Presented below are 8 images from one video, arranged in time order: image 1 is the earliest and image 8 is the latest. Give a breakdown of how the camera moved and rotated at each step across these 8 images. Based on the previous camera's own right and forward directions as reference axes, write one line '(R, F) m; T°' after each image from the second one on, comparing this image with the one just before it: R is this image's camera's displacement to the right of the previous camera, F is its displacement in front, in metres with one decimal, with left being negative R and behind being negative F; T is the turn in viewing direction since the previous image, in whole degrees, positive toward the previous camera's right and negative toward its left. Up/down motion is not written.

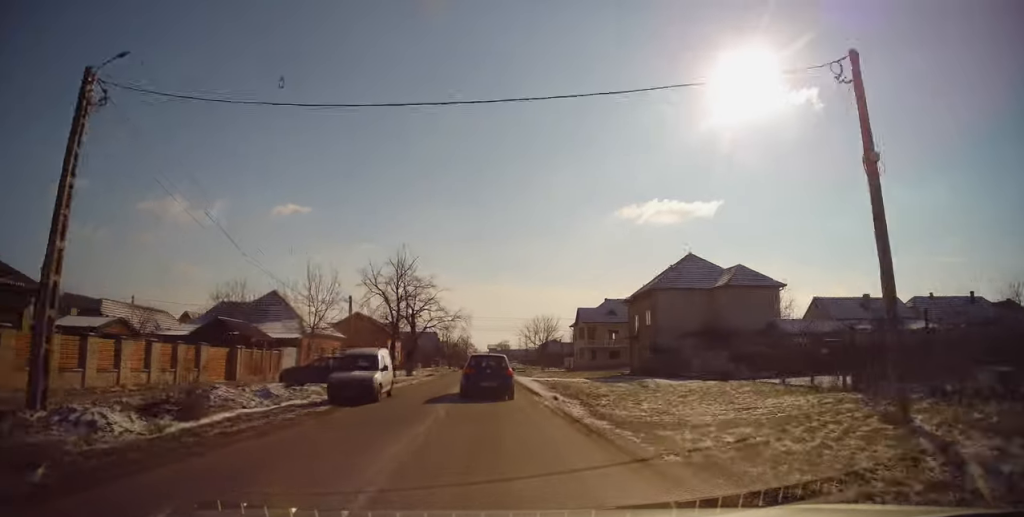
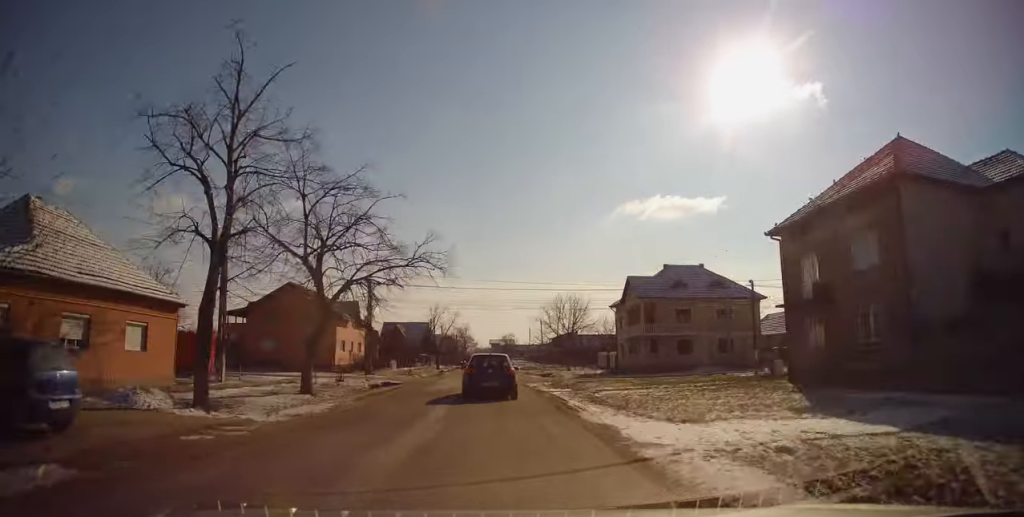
(0.0, +29.4) m; 0°
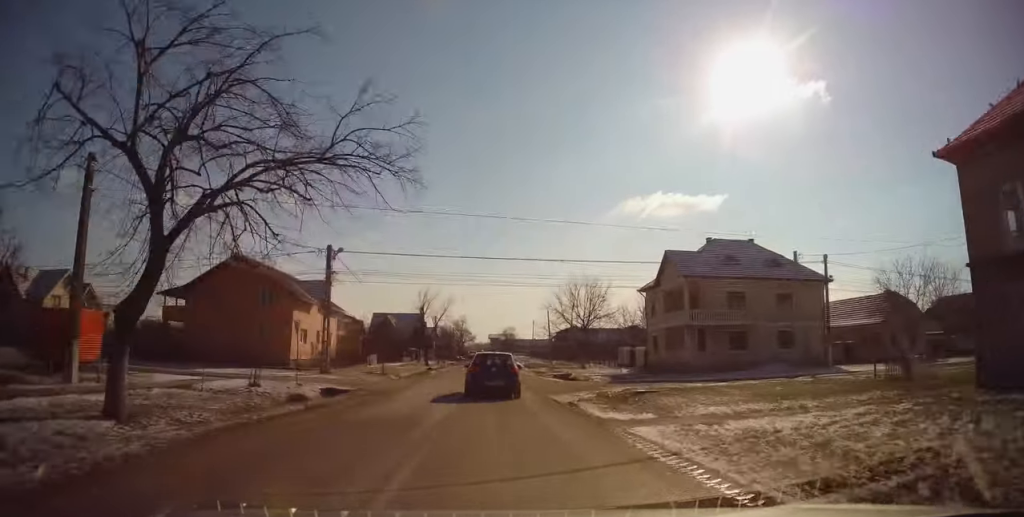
(0.0, +11.9) m; +1°
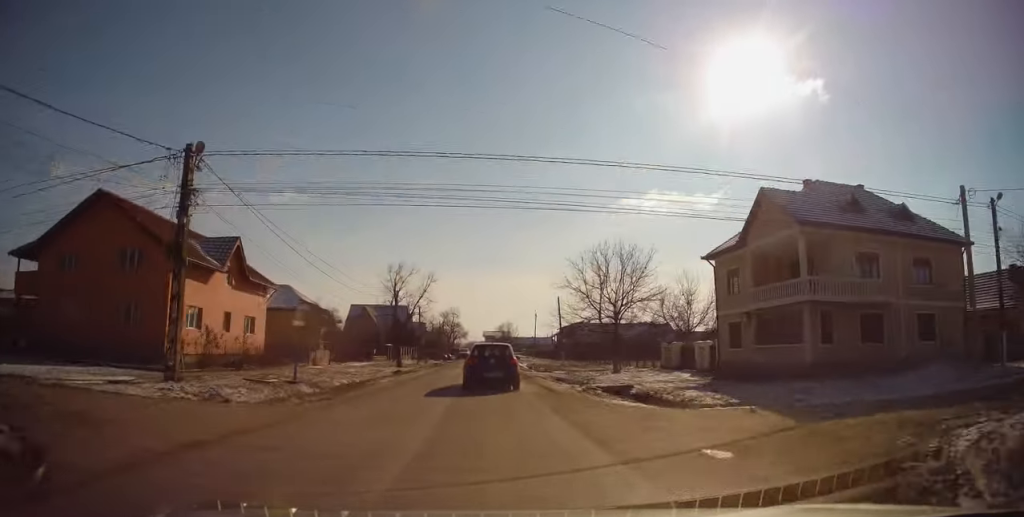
(+0.2, +16.7) m; 0°
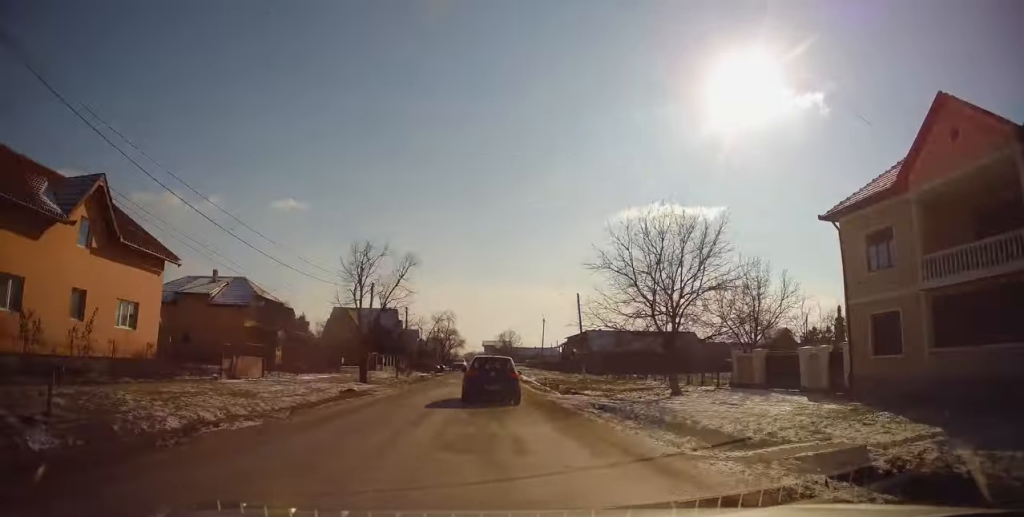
(+0.1, +13.1) m; 0°
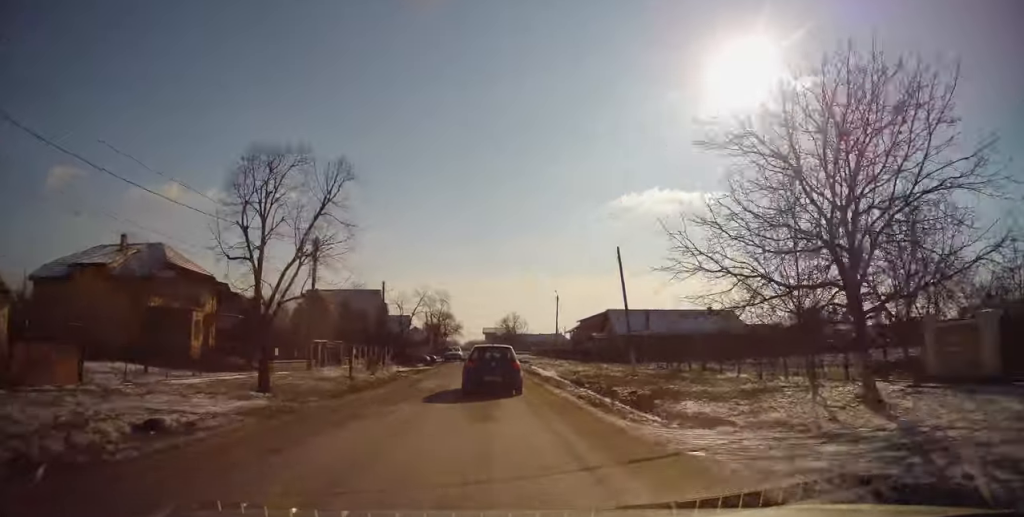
(-0.2, +15.5) m; -1°
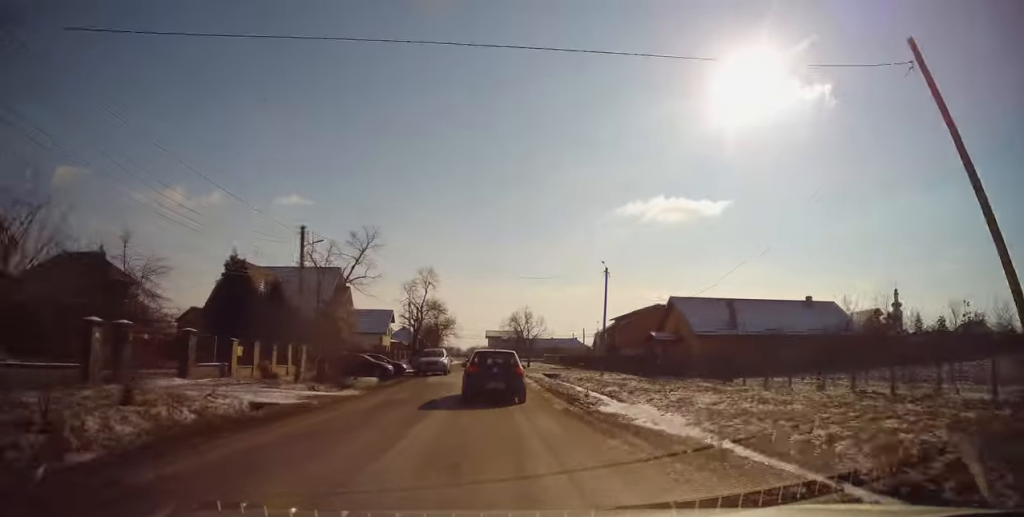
(0.0, +25.3) m; 0°
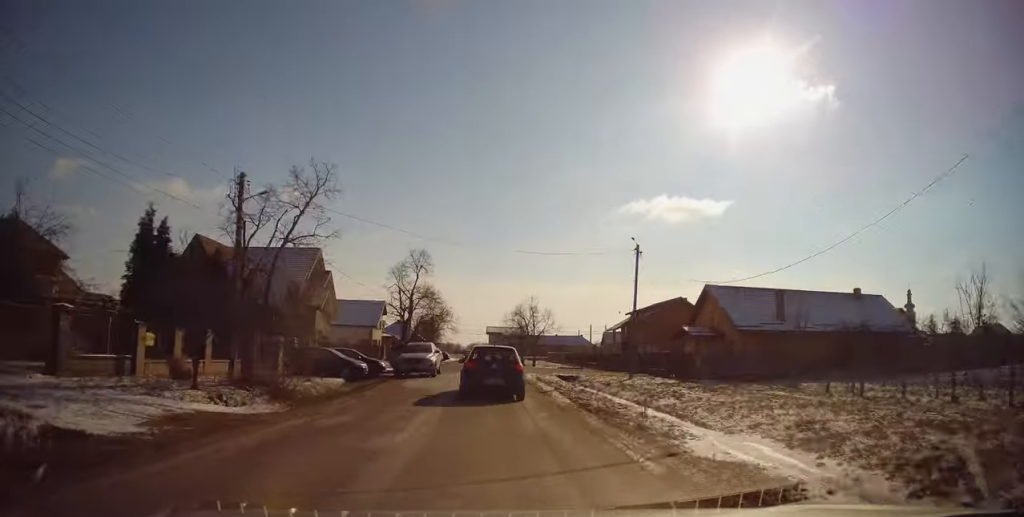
(0.0, +8.1) m; 0°
